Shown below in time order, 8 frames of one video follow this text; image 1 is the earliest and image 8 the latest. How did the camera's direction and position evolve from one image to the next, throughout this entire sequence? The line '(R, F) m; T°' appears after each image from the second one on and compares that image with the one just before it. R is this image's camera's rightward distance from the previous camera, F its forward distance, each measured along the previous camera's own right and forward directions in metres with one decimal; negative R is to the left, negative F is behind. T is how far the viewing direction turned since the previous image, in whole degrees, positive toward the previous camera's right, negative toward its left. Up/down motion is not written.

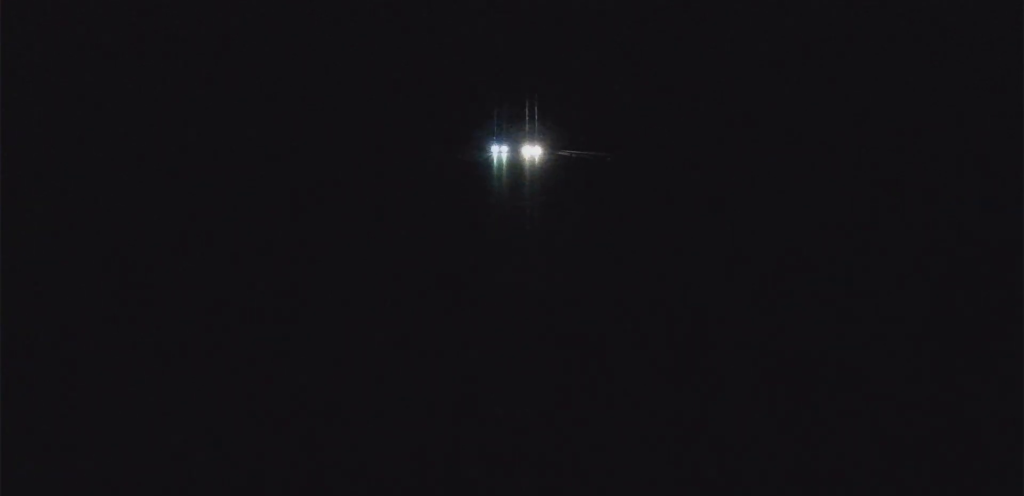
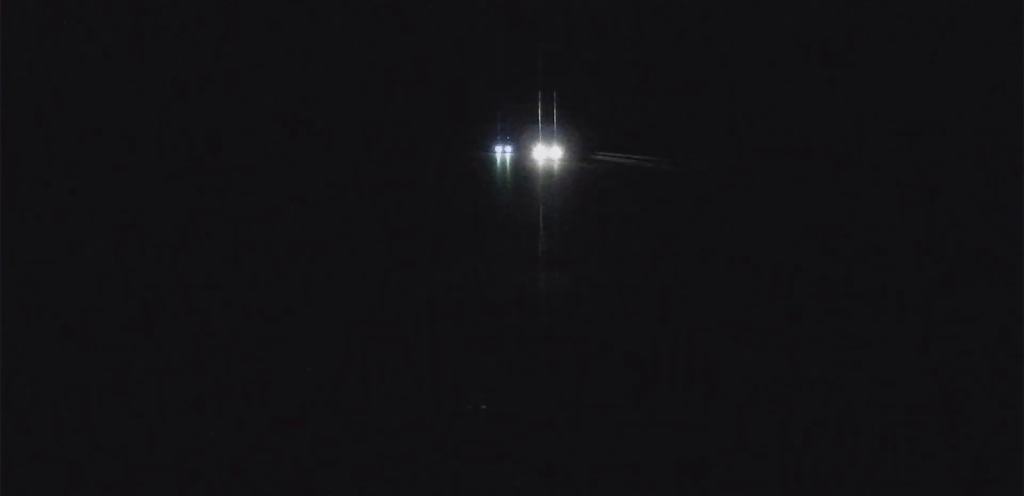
(+1.4, +134.2) m; +1°
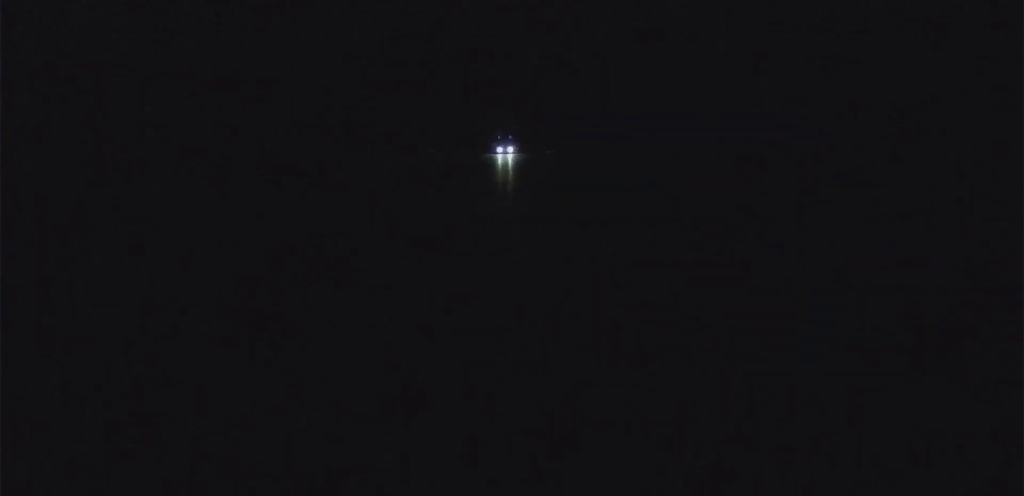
(+15.3, +561.7) m; +3°
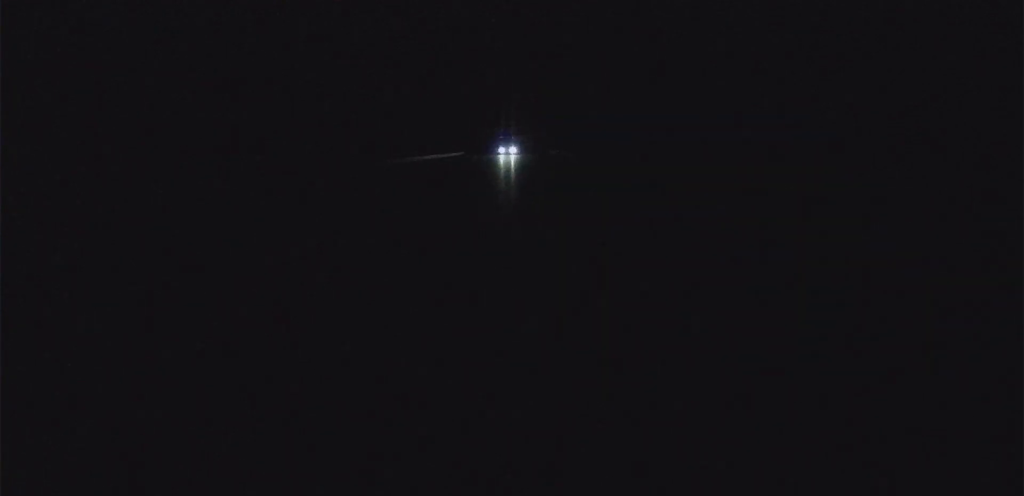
(+3.1, +180.2) m; +1°
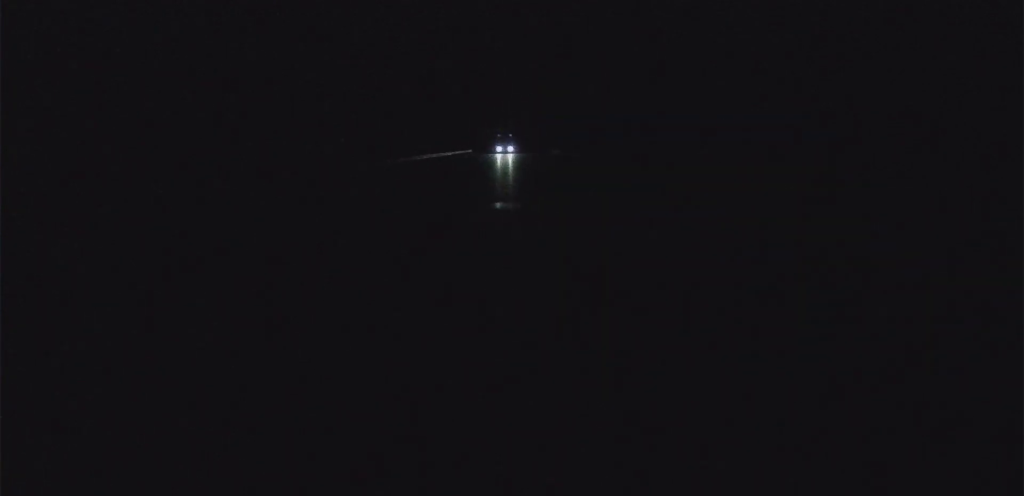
(+0.9, +160.7) m; +1°
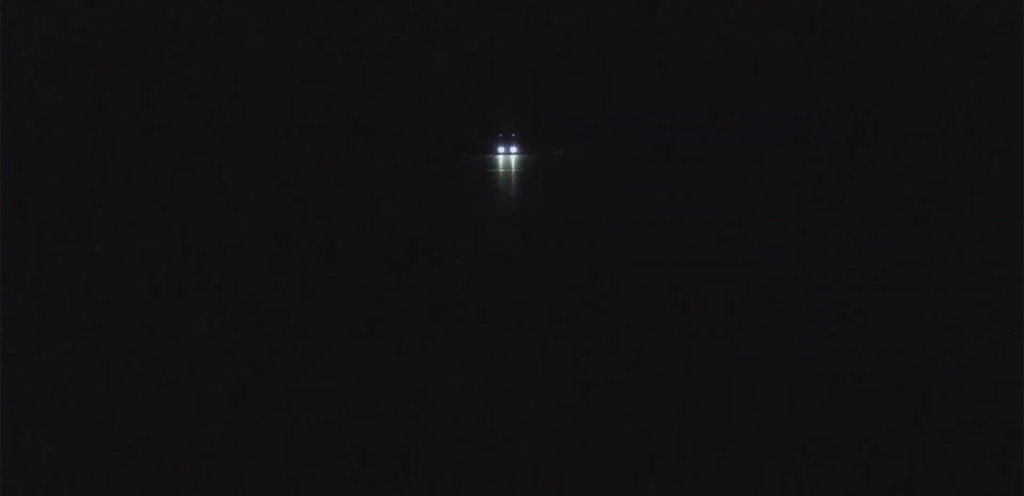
(+2.3, +270.3) m; +1°
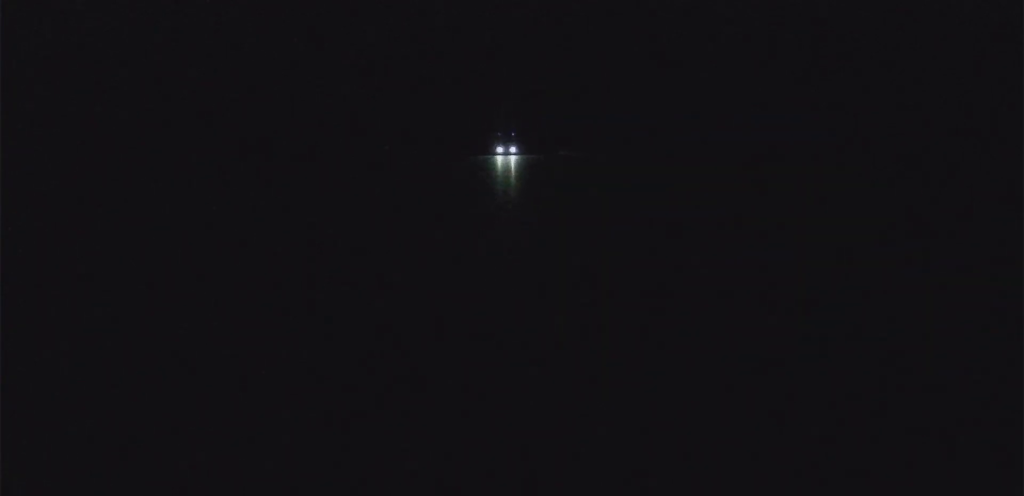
(+1.9, +249.7) m; 0°
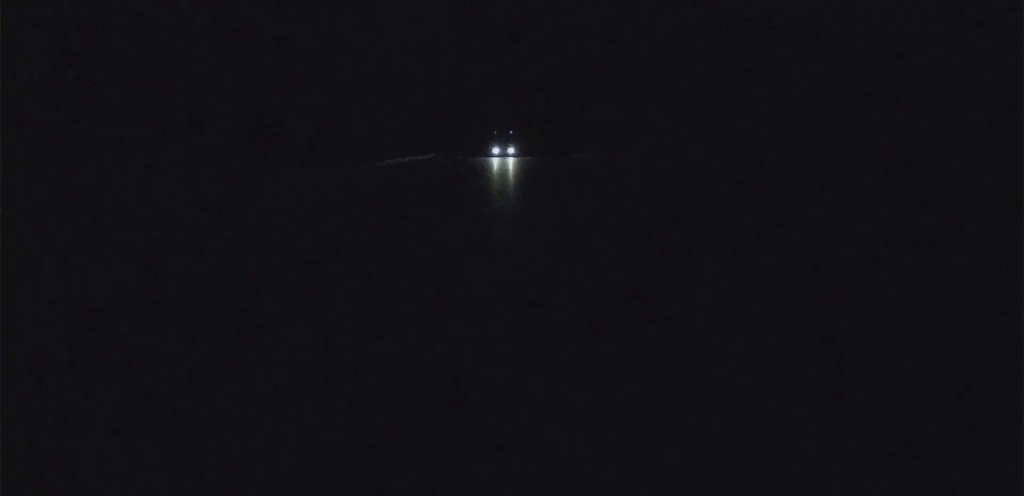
(+1.3, +467.9) m; 0°
